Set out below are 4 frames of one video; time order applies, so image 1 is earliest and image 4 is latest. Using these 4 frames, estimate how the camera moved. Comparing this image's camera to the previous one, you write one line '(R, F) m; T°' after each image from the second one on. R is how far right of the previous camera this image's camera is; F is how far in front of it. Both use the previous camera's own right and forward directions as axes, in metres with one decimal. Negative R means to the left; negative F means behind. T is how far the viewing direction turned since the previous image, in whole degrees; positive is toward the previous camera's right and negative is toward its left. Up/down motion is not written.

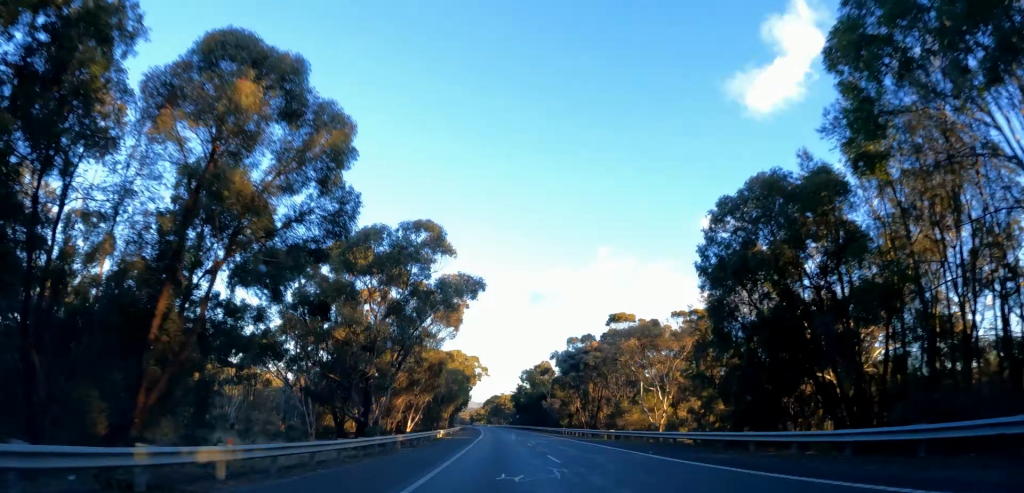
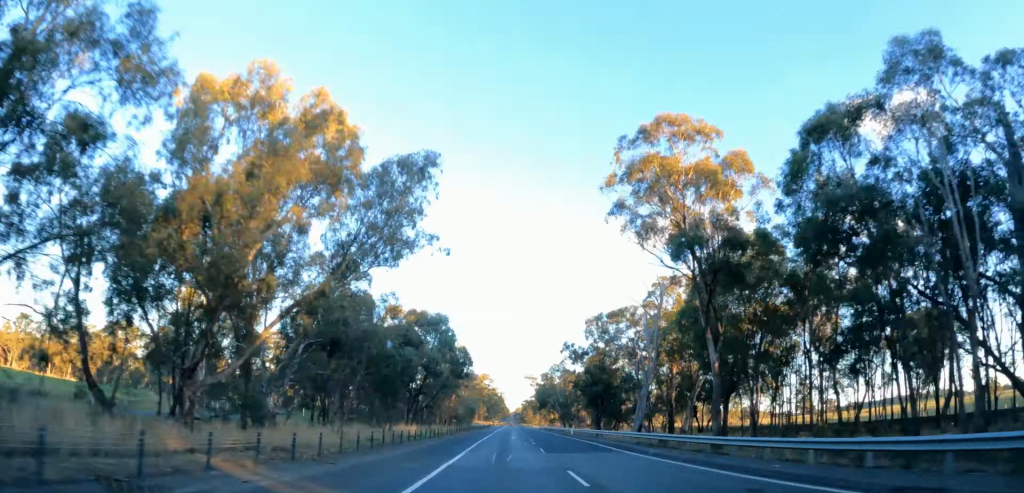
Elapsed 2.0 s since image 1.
(-1.5, +19.7) m; -2°
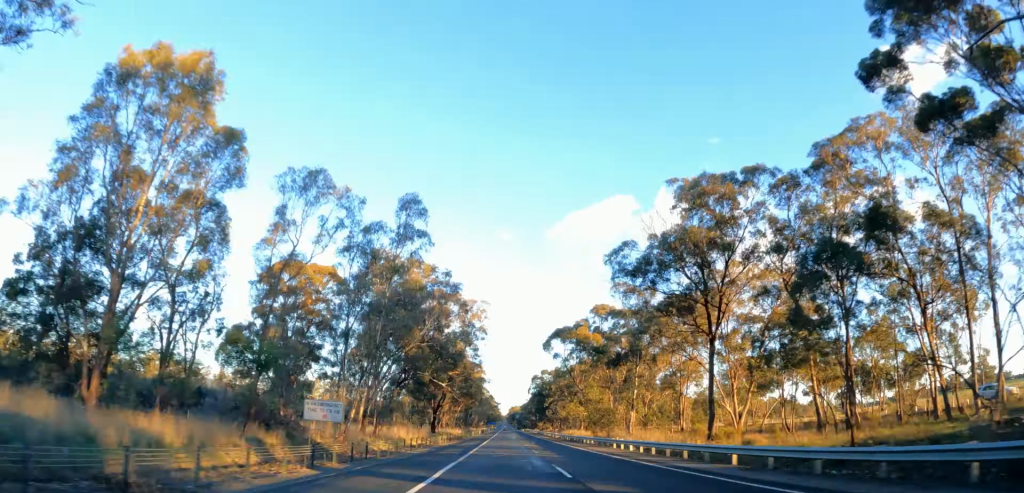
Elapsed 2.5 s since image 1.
(+0.1, +5.7) m; 0°
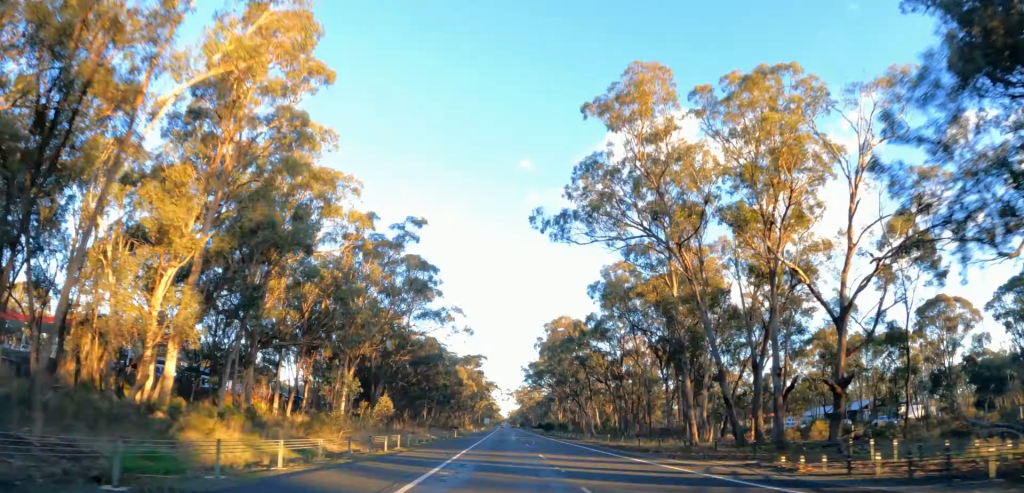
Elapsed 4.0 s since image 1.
(-0.8, +15.9) m; +3°
